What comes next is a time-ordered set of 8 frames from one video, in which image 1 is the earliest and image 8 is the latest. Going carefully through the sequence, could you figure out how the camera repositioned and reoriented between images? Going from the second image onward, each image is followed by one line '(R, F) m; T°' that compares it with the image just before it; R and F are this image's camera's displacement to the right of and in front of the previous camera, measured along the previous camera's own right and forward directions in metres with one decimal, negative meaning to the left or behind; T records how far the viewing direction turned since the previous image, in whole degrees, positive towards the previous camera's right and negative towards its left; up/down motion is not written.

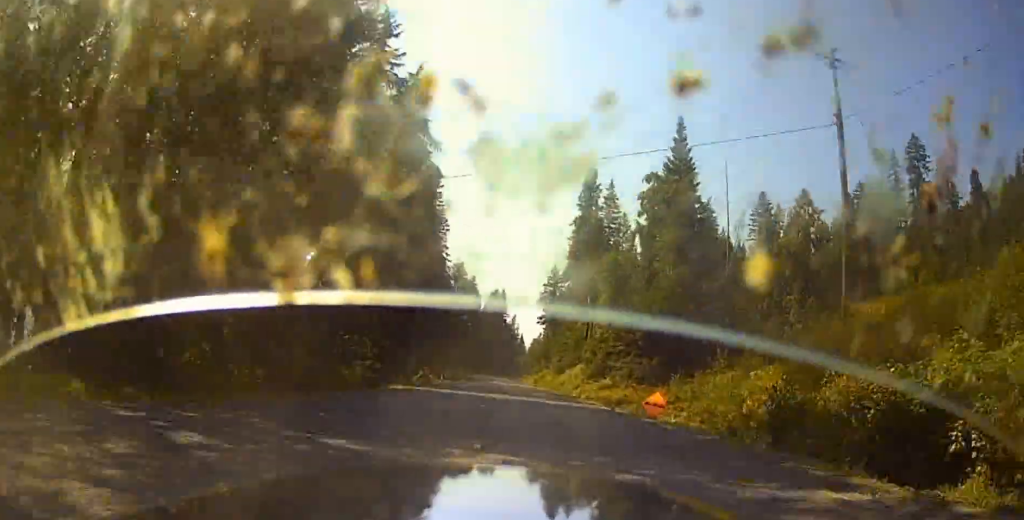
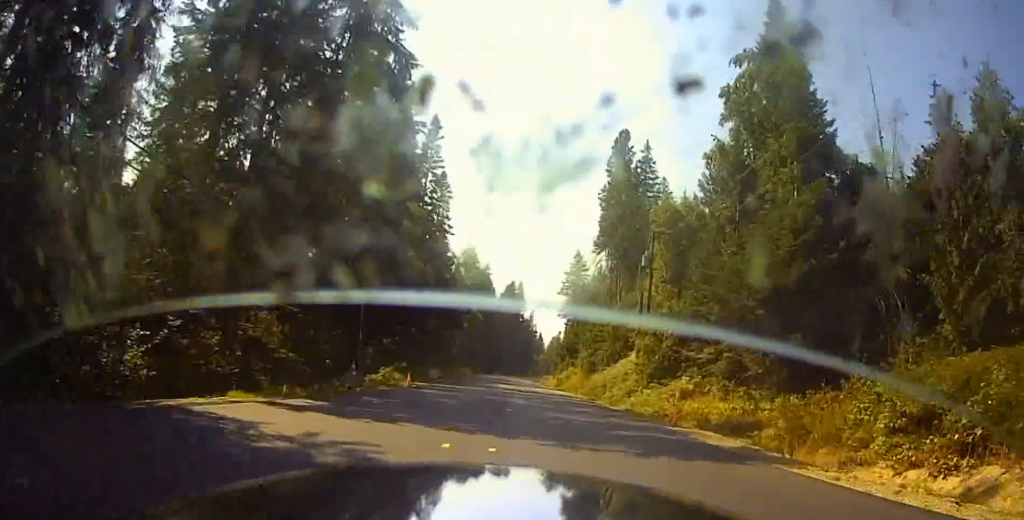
(-0.3, +24.5) m; -3°
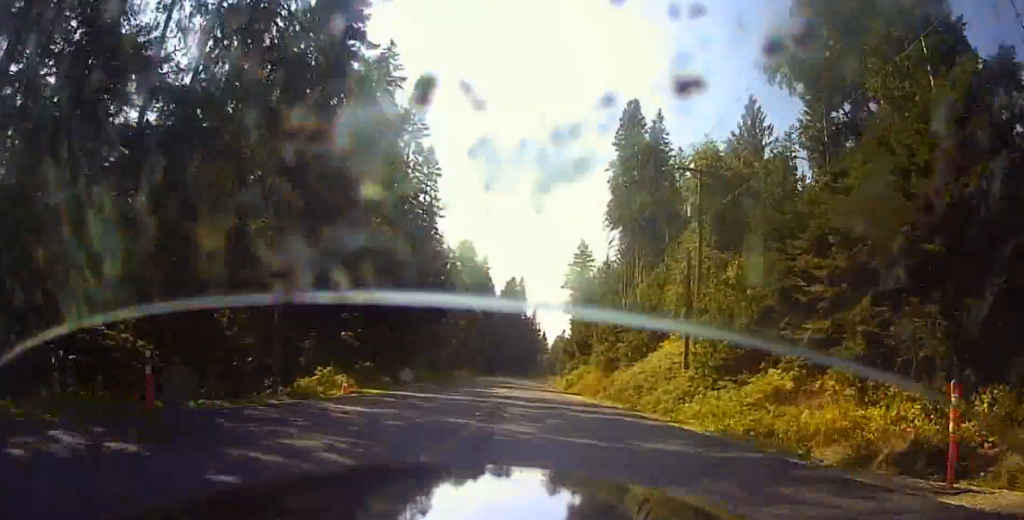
(-0.6, +14.2) m; -1°
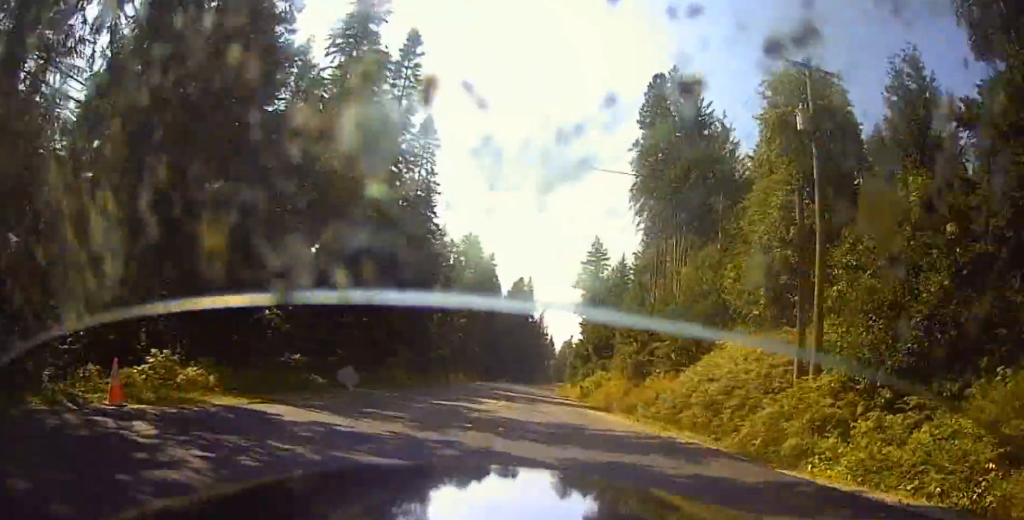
(+0.3, +14.3) m; +1°
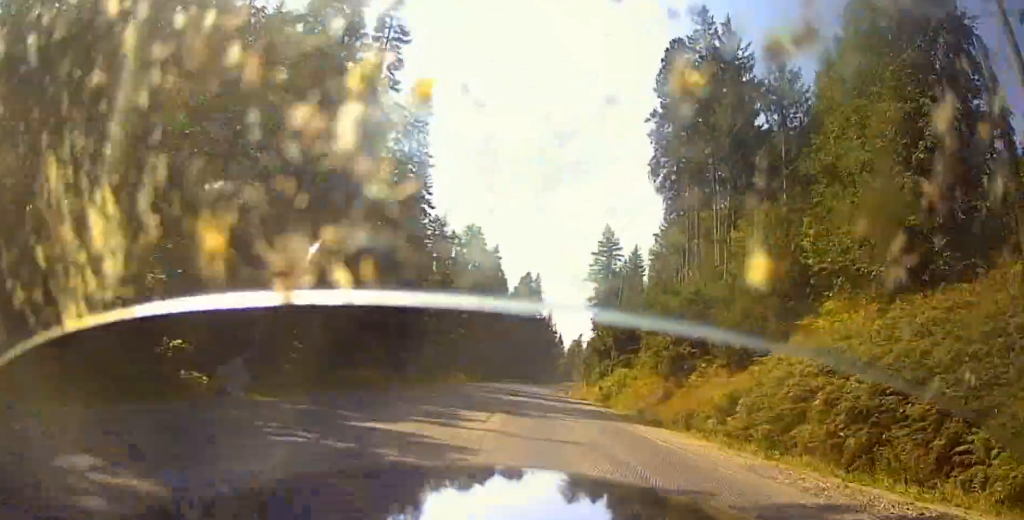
(+0.1, +11.0) m; +1°
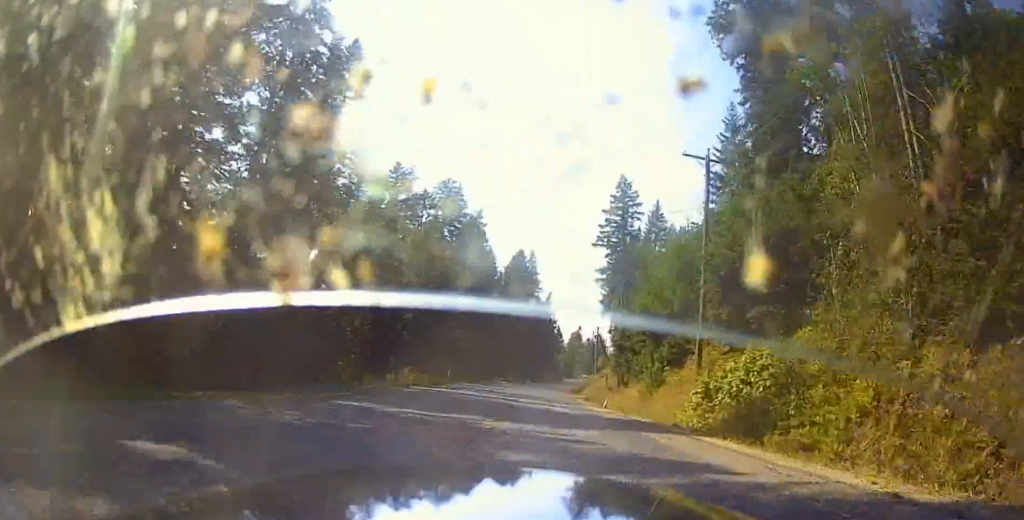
(+0.2, +35.1) m; +1°
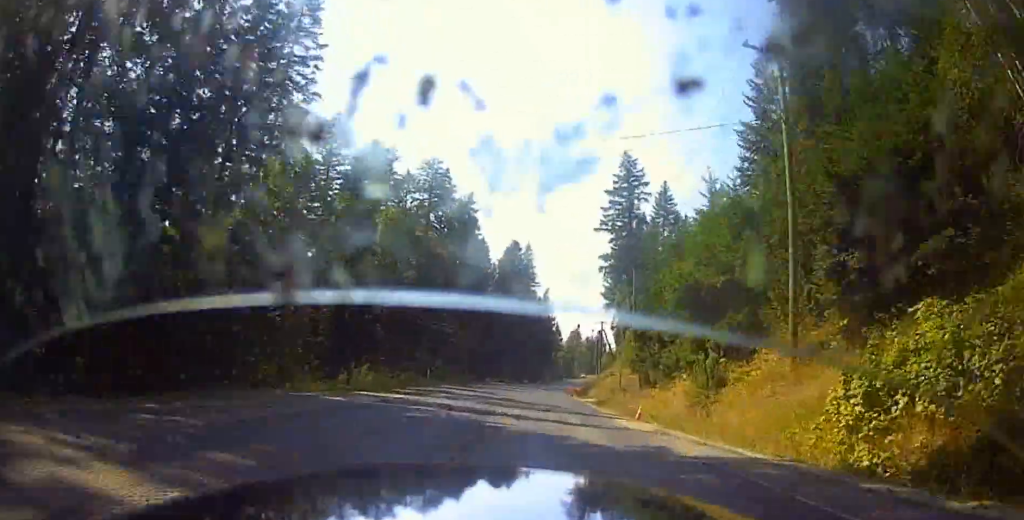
(0.0, +11.9) m; 0°
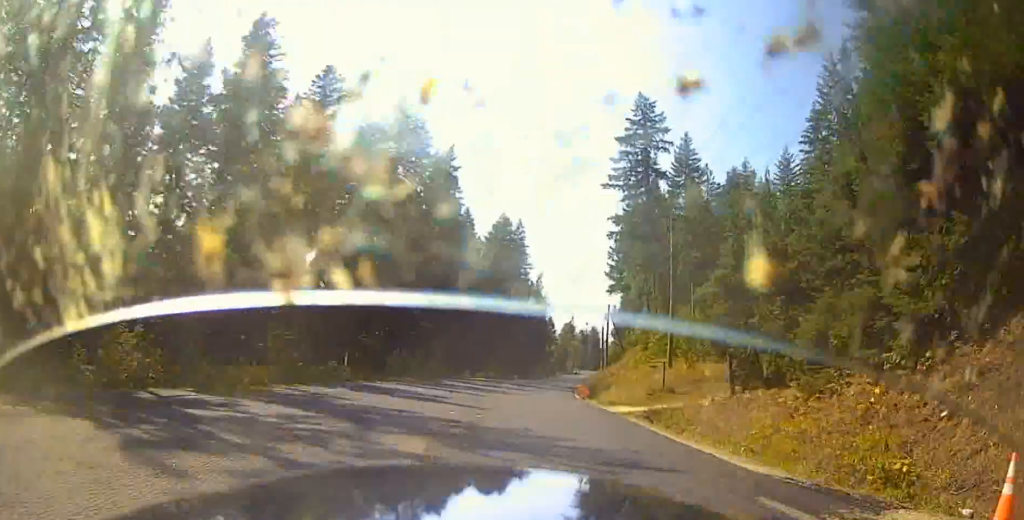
(+0.5, +21.5) m; +4°
